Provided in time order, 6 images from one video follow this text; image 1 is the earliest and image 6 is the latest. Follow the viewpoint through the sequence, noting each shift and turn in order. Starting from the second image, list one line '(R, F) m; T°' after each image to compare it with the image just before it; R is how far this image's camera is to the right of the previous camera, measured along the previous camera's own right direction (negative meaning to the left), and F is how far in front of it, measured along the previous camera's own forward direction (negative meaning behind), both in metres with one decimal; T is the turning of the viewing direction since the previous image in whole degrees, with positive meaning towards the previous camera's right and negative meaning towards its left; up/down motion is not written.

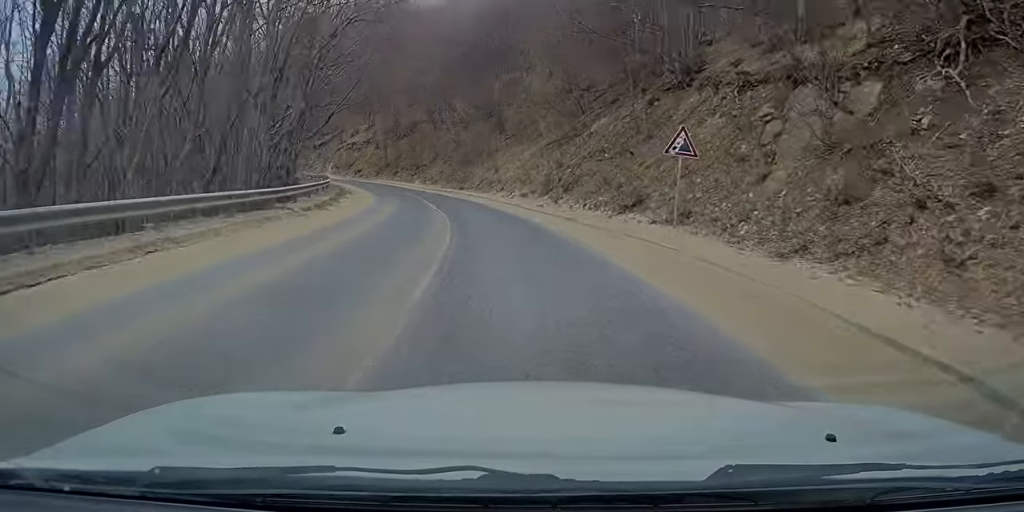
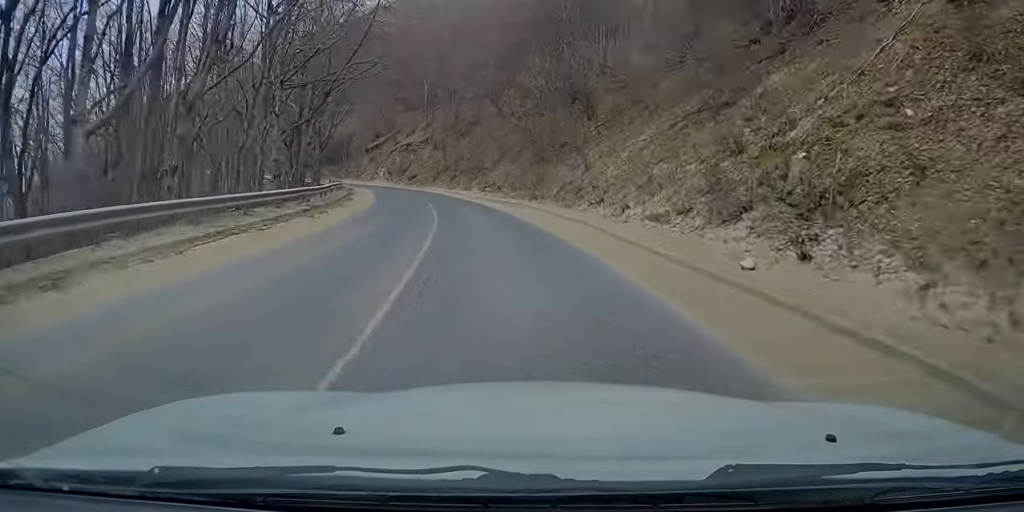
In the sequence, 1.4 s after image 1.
(-1.5, +18.1) m; -8°
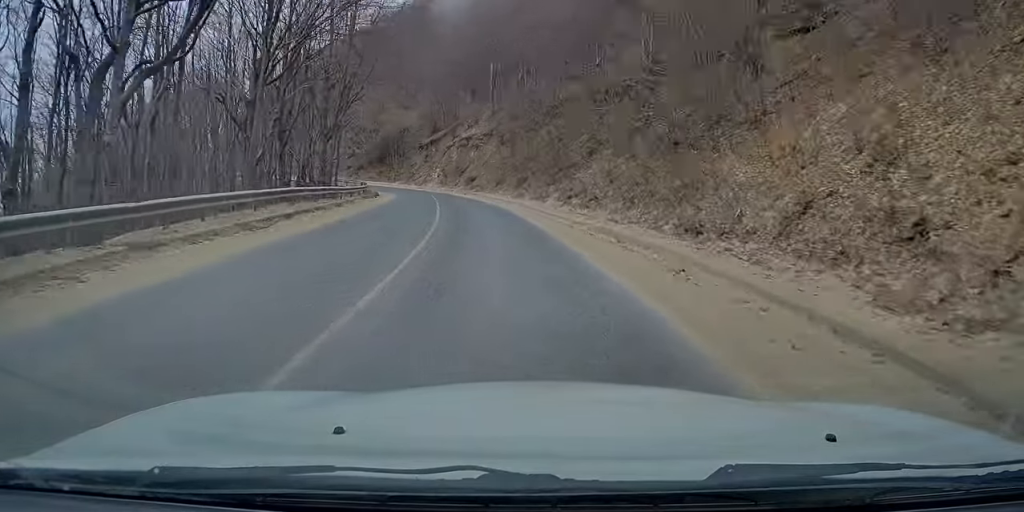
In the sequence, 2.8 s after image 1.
(-0.7, +19.6) m; -5°
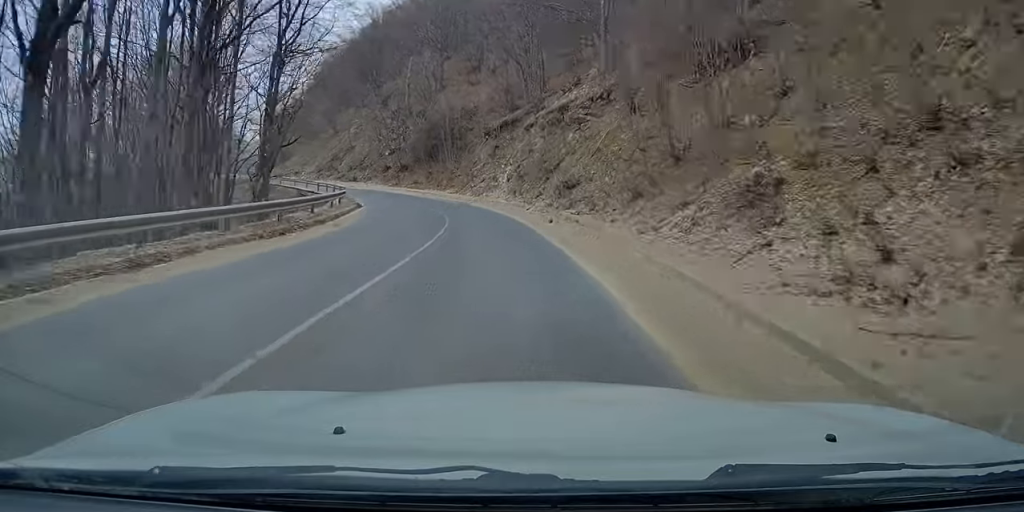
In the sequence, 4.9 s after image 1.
(-3.2, +30.3) m; -13°
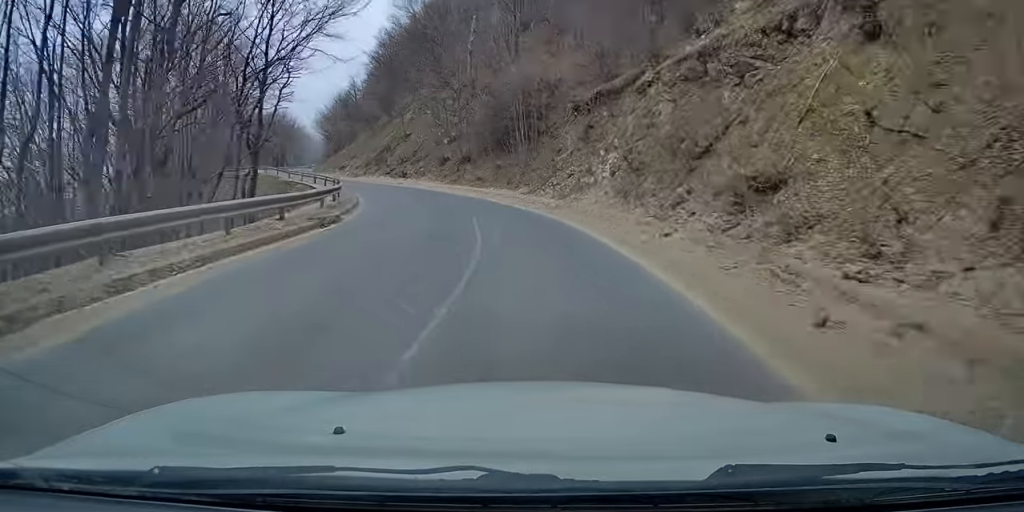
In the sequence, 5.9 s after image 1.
(-1.0, +14.2) m; -6°
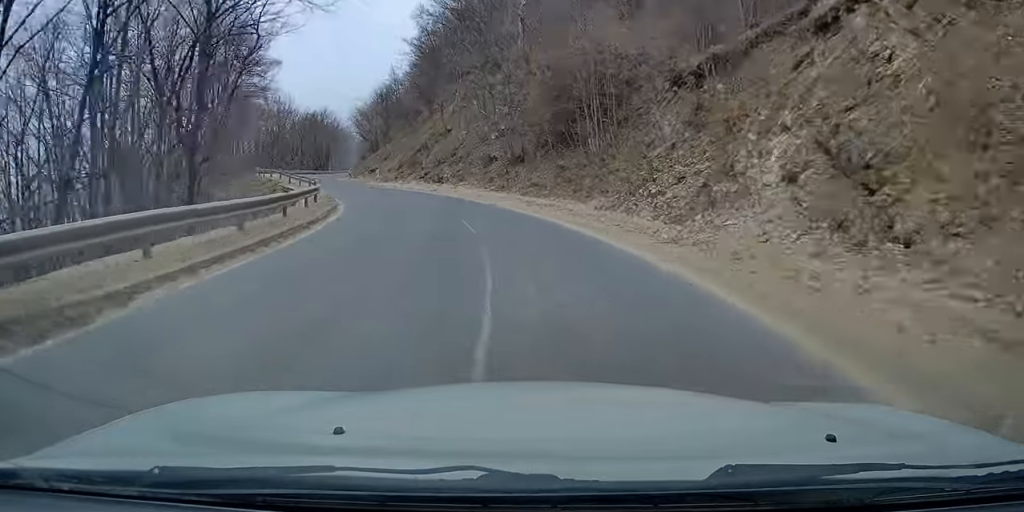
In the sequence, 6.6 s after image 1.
(-0.4, +11.2) m; -4°
